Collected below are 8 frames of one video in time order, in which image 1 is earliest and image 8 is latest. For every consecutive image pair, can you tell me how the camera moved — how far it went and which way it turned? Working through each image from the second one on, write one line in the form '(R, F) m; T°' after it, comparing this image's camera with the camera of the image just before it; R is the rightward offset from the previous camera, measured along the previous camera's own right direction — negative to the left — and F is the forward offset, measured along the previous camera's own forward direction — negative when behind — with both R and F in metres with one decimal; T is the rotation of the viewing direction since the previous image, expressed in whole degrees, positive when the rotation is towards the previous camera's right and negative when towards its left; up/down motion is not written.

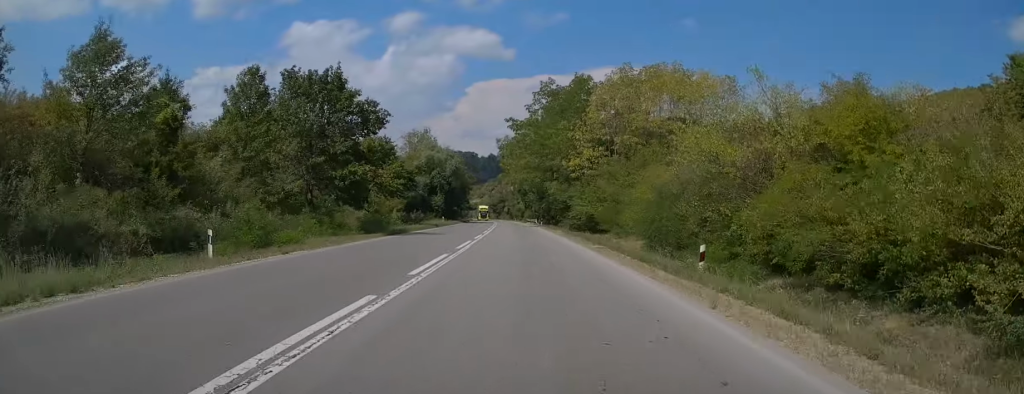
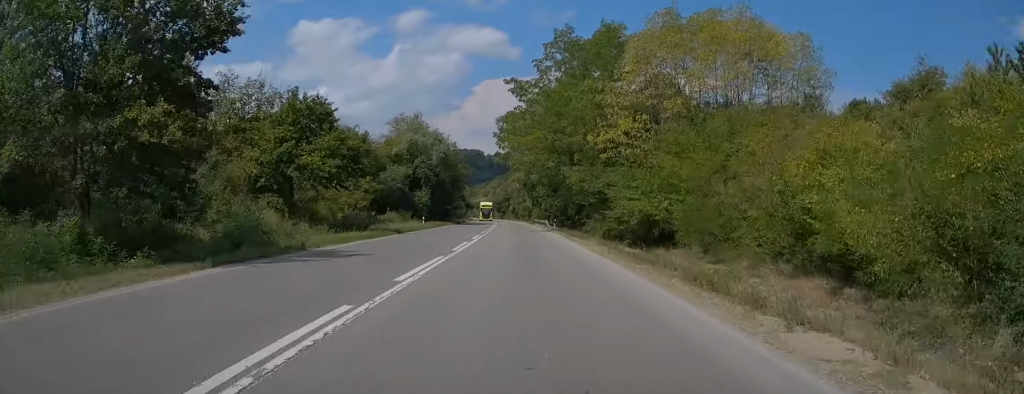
(-0.2, +19.1) m; 0°
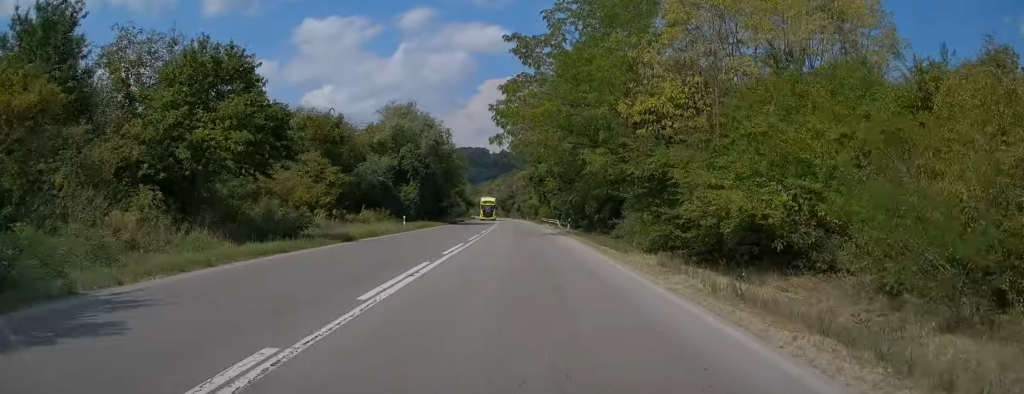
(+0.2, +11.5) m; 0°
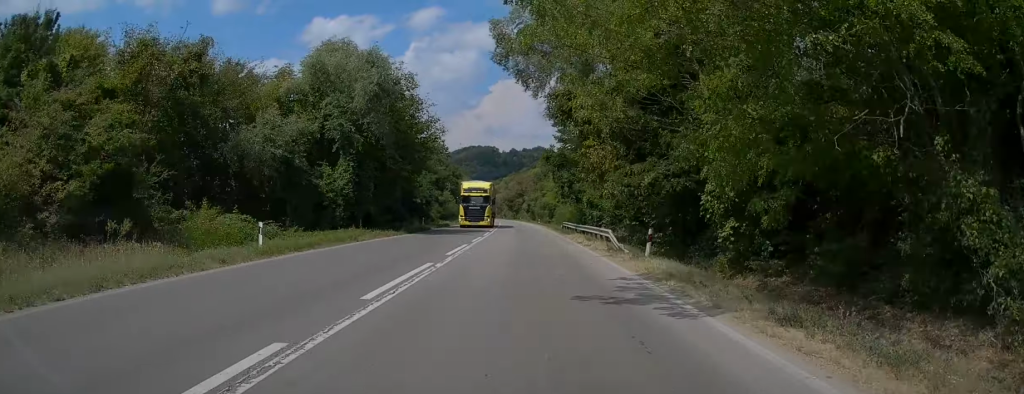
(-0.3, +26.7) m; -1°
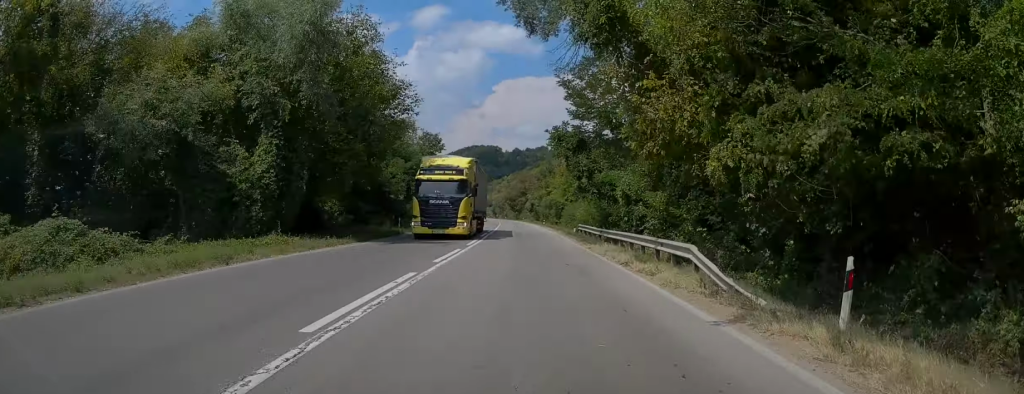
(0.0, +11.5) m; 0°
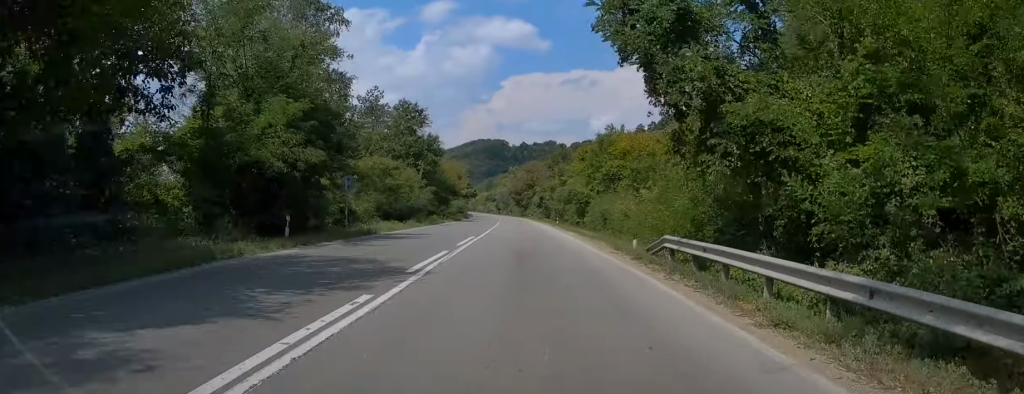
(0.0, +21.5) m; -1°
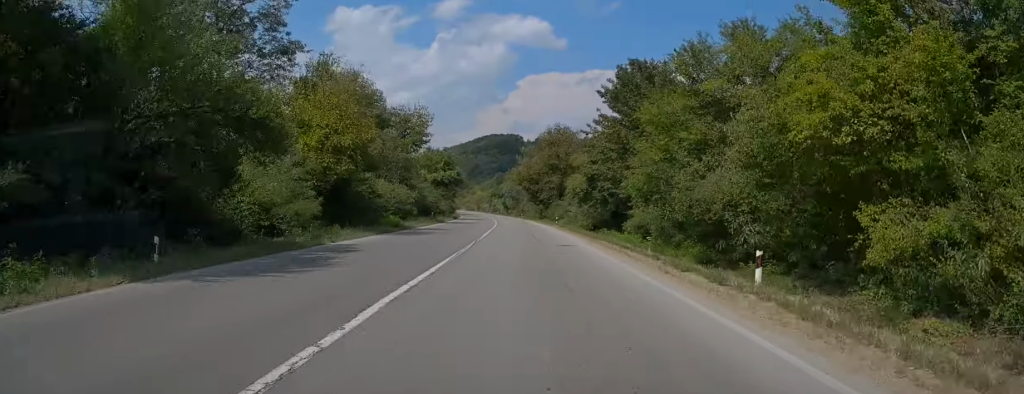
(-1.1, +56.0) m; -2°
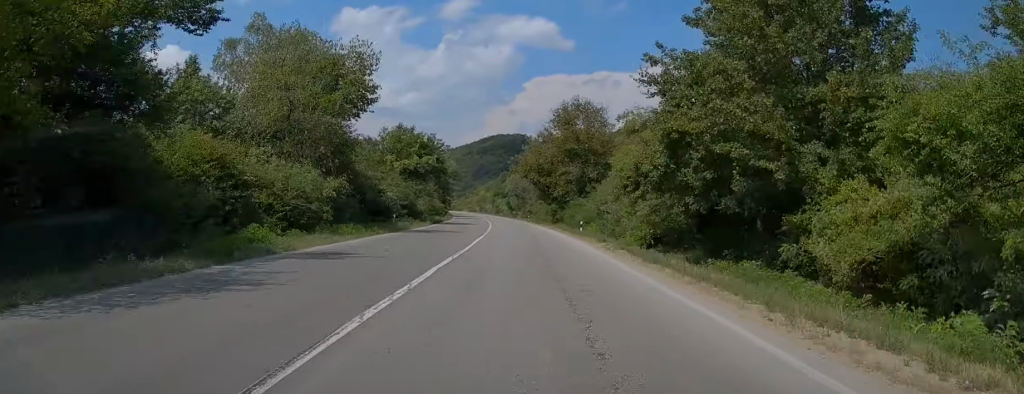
(0.0, +21.5) m; 0°
